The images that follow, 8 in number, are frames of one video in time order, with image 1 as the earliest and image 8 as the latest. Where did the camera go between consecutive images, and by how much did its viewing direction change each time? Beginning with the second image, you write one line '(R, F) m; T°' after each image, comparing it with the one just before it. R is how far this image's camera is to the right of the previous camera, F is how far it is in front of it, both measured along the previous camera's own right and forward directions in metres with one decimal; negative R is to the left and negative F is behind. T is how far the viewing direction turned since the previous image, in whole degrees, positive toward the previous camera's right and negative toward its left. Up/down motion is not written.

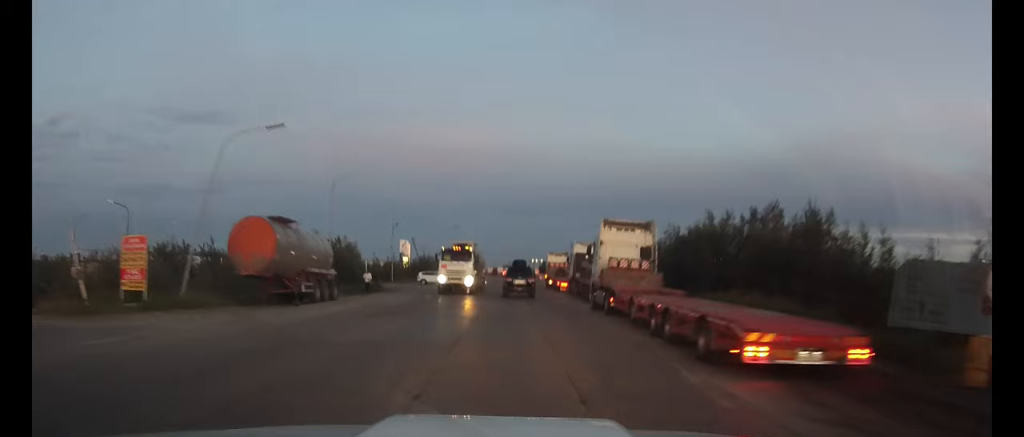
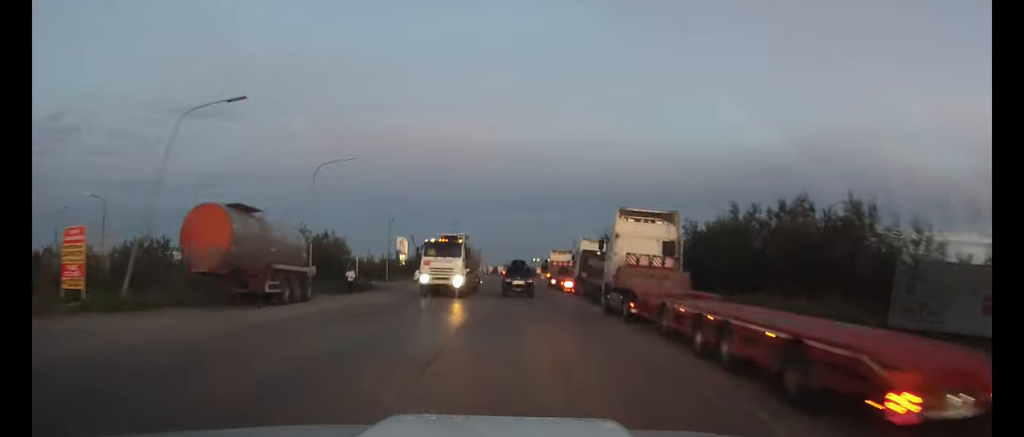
(0.0, +3.9) m; 0°
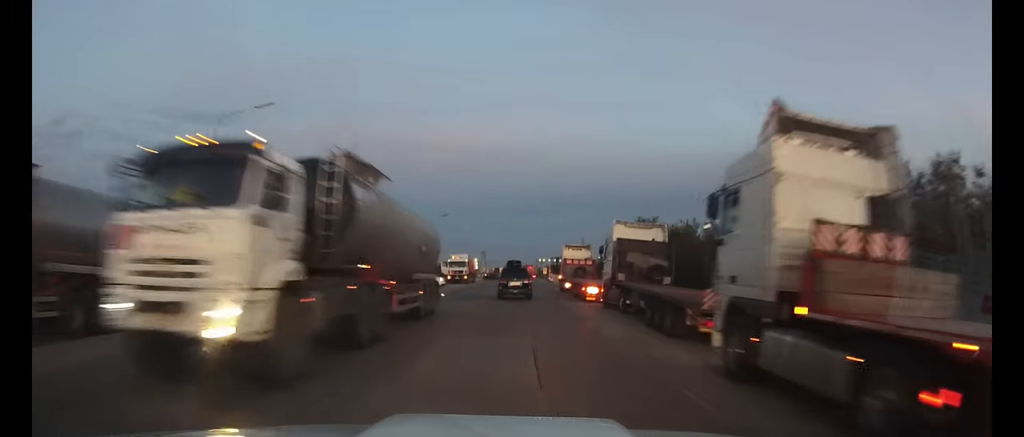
(0.0, +13.5) m; -1°
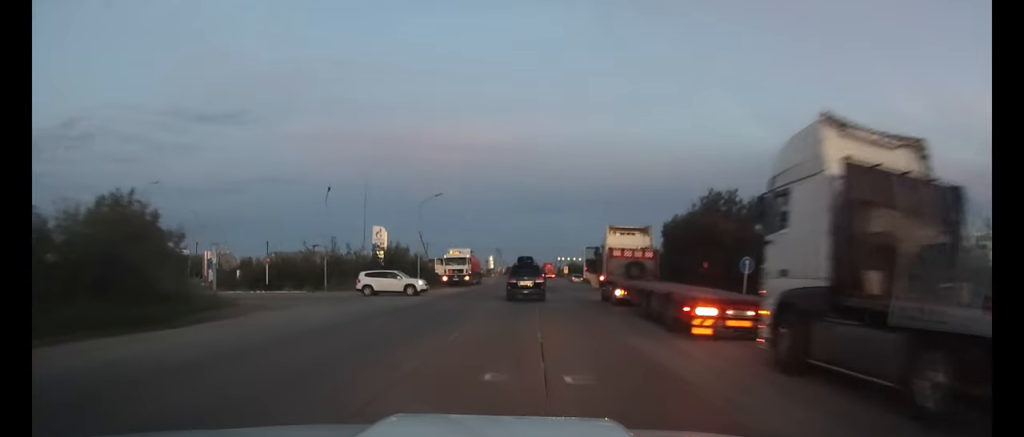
(-0.3, +17.6) m; -2°
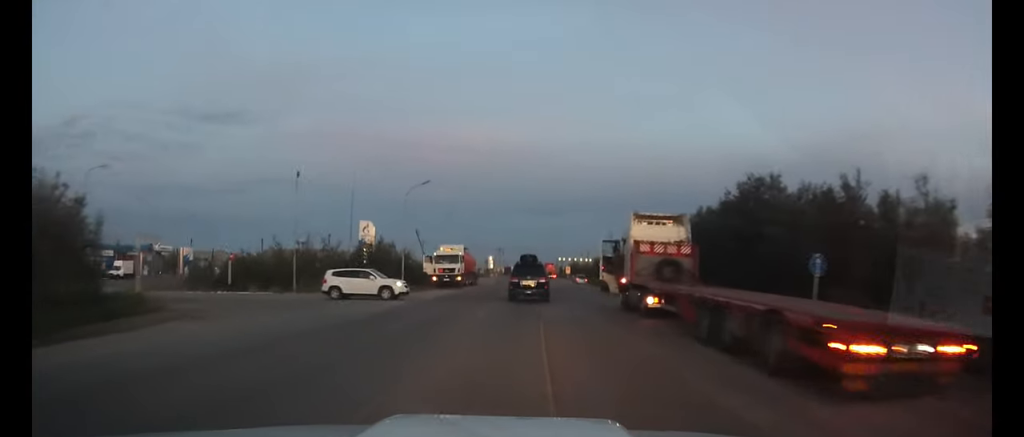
(0.0, +6.6) m; 0°
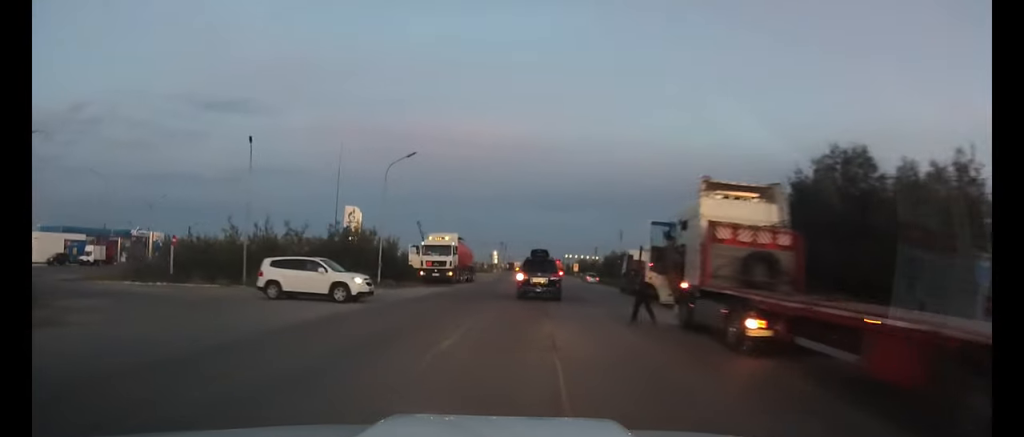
(-0.1, +8.2) m; 0°
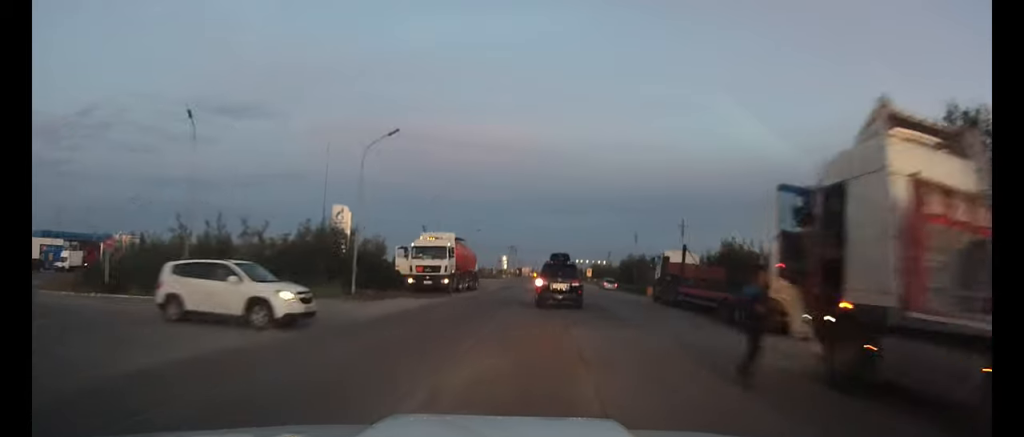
(0.0, +7.3) m; +1°
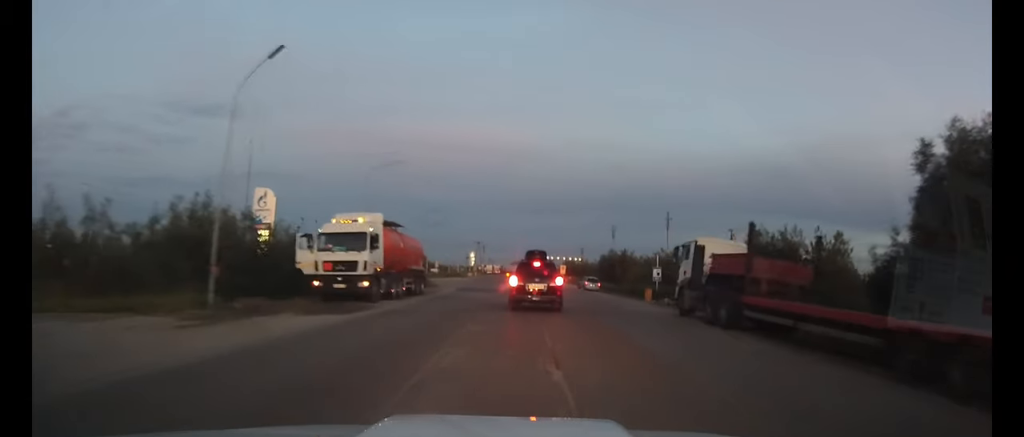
(+0.2, +11.1) m; +1°
